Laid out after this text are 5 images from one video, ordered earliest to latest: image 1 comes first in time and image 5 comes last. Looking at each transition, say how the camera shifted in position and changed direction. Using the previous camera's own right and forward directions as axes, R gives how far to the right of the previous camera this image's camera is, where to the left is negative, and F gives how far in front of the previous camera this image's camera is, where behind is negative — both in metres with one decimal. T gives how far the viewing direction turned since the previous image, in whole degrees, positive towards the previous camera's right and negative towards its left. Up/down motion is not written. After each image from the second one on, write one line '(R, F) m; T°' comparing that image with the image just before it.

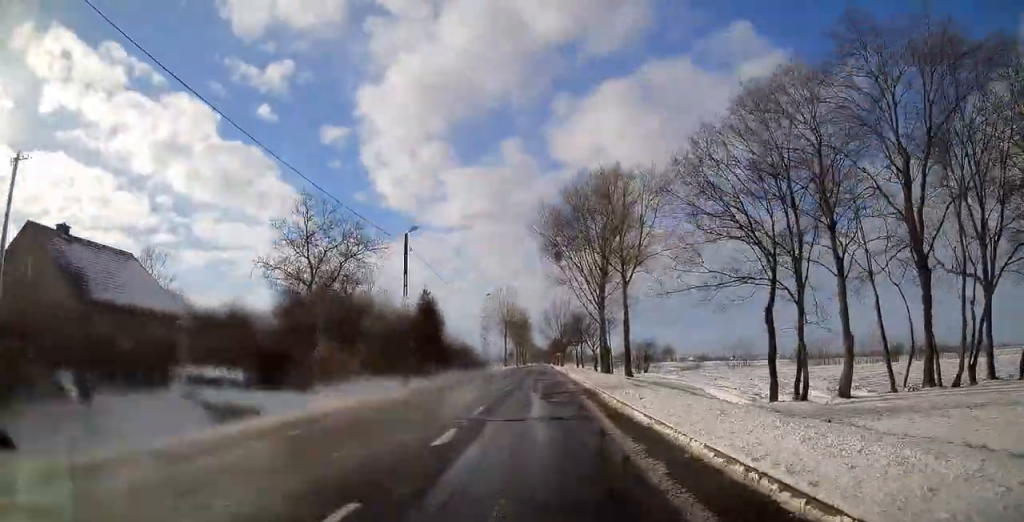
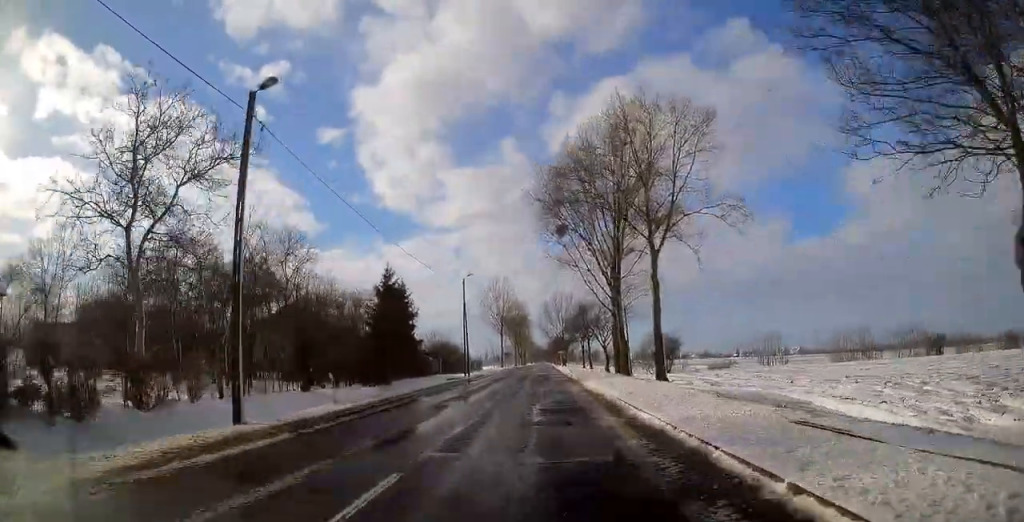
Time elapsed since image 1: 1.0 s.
(0.0, +16.4) m; 0°
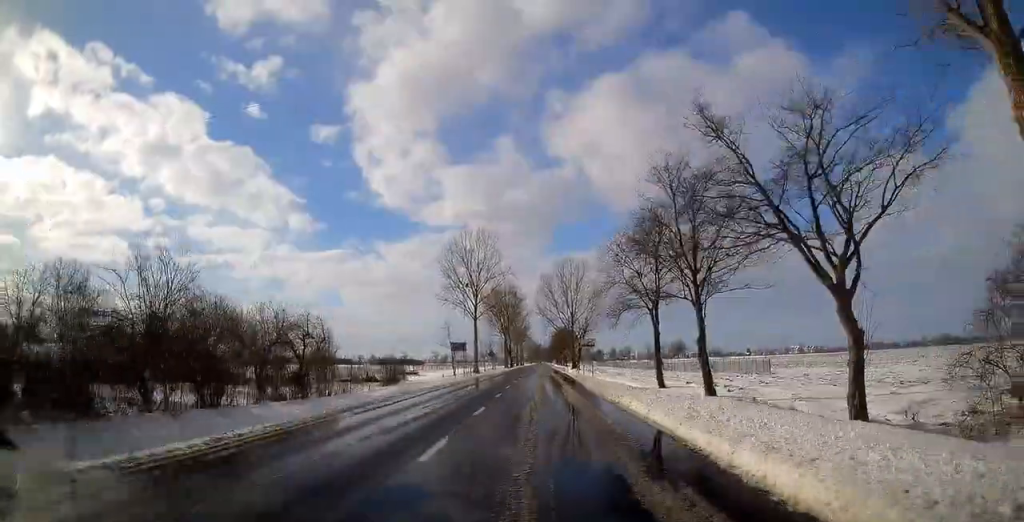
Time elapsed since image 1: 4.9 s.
(+0.2, +64.0) m; 0°
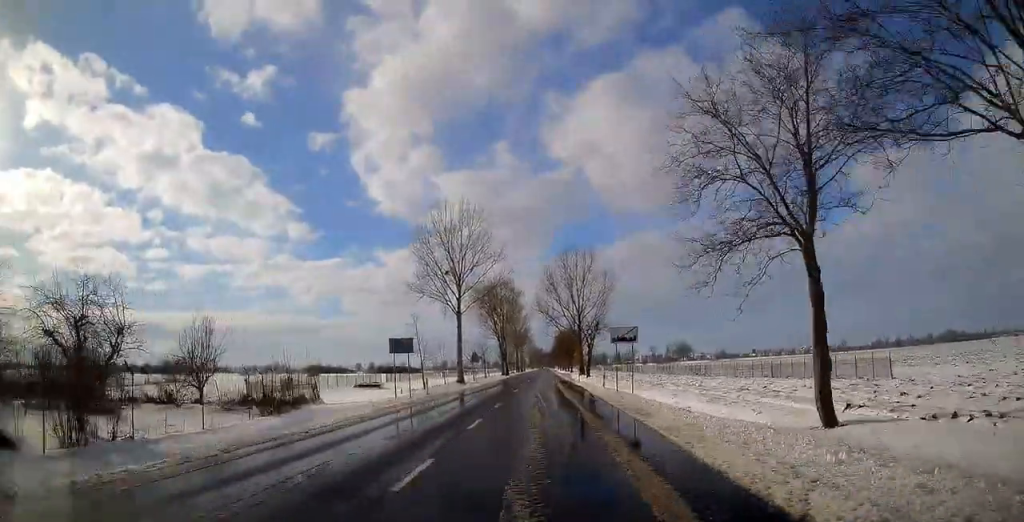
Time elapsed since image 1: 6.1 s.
(-0.2, +20.8) m; 0°
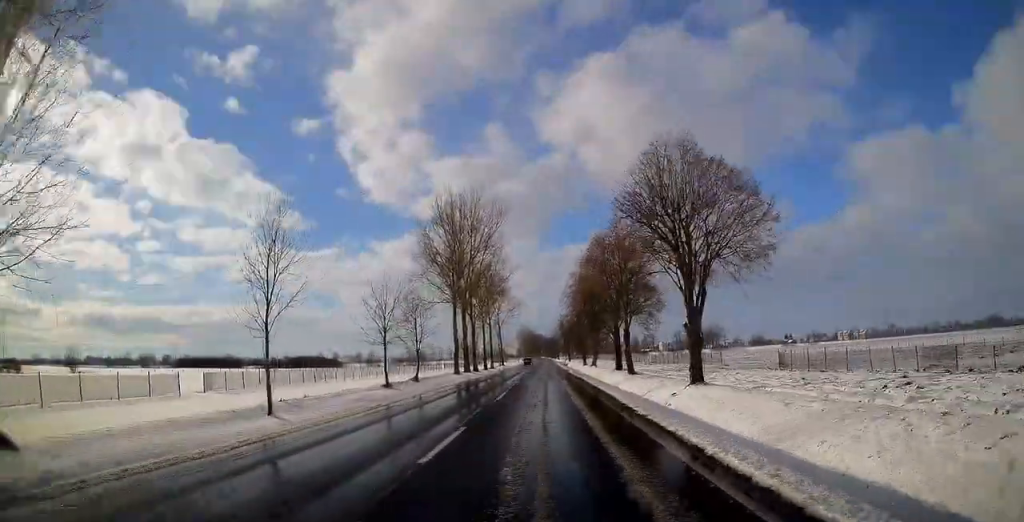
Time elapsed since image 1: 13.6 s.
(+0.7, +152.4) m; +1°
